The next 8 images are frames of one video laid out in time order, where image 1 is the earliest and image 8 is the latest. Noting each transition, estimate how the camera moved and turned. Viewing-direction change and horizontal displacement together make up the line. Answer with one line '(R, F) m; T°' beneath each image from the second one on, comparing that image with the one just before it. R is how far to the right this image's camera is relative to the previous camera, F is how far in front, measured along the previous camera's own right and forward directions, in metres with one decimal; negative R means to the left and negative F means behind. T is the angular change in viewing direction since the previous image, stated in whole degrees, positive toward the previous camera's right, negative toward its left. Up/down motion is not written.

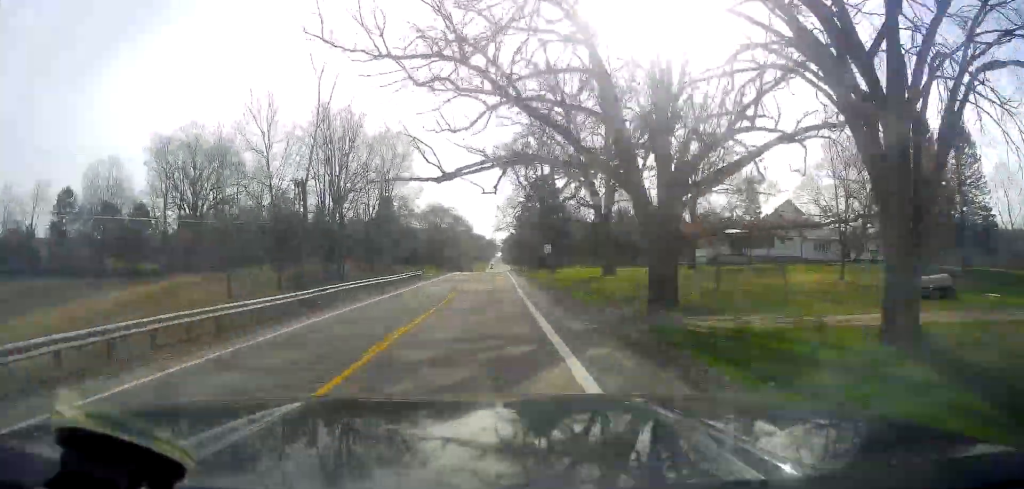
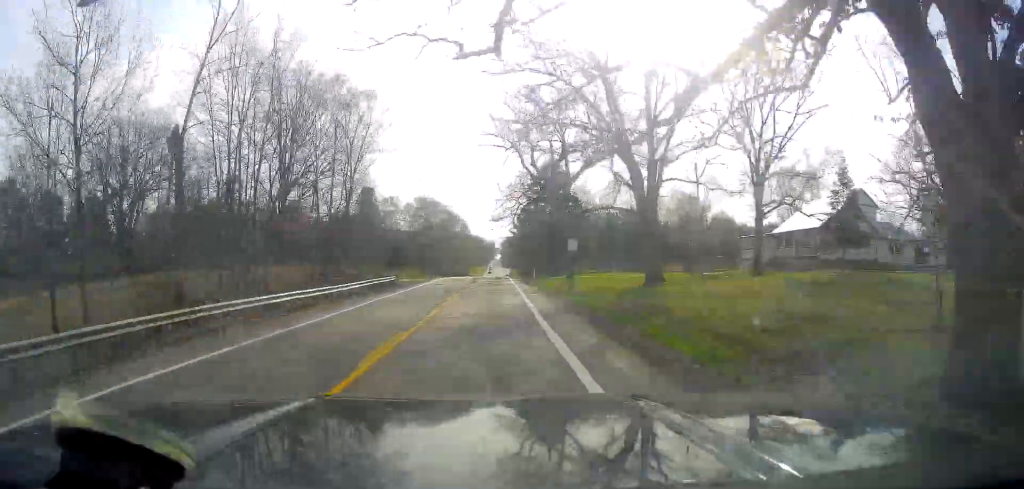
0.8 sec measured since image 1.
(-0.4, +16.7) m; 0°
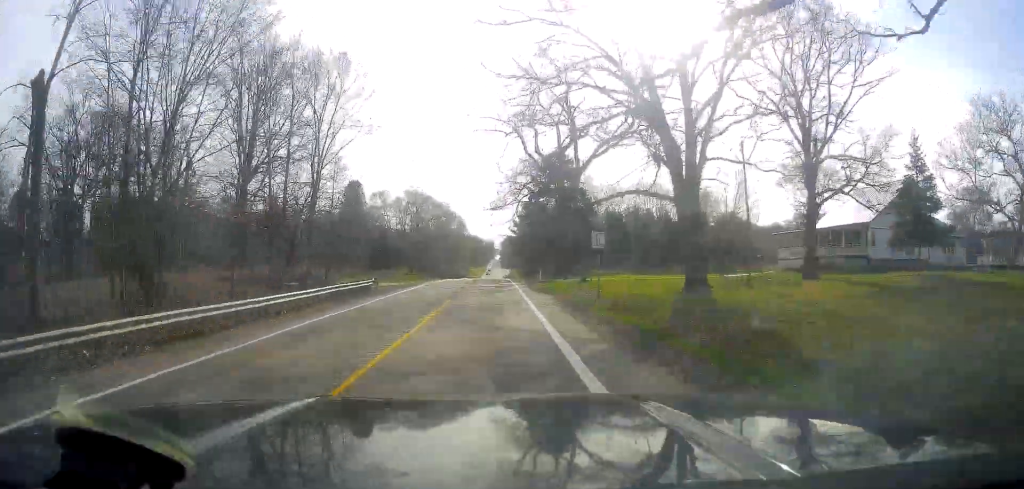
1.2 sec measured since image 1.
(-0.1, +8.7) m; 0°
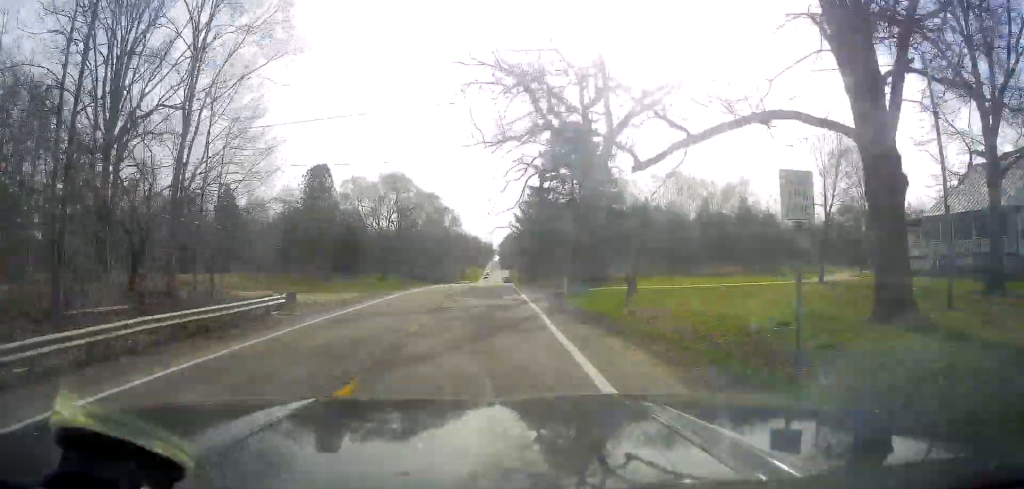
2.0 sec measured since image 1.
(+0.5, +17.5) m; 0°
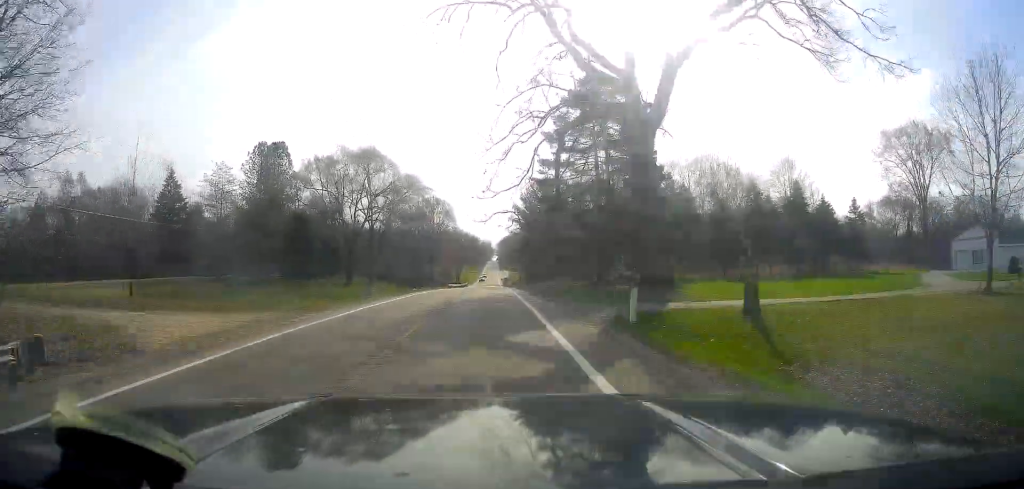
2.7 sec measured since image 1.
(-0.3, +15.1) m; 0°
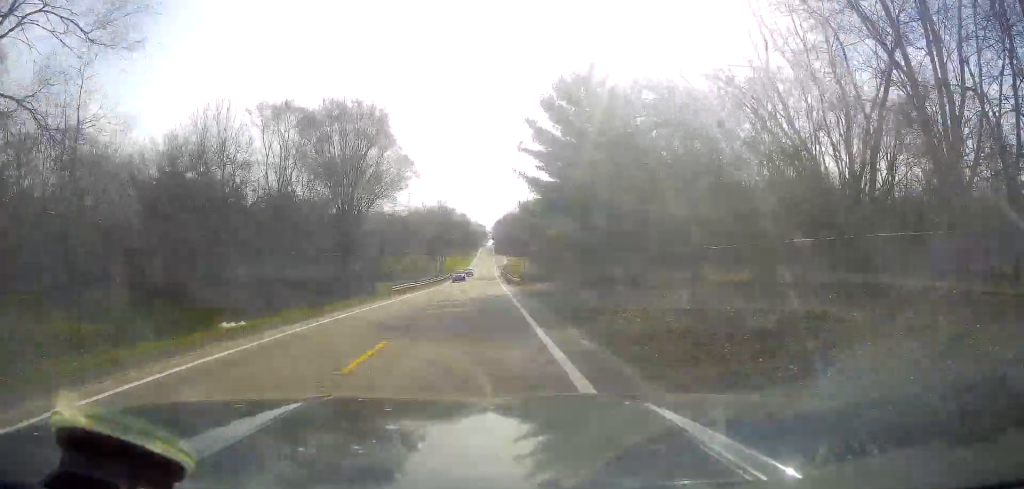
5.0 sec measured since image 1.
(-0.1, +50.0) m; 0°
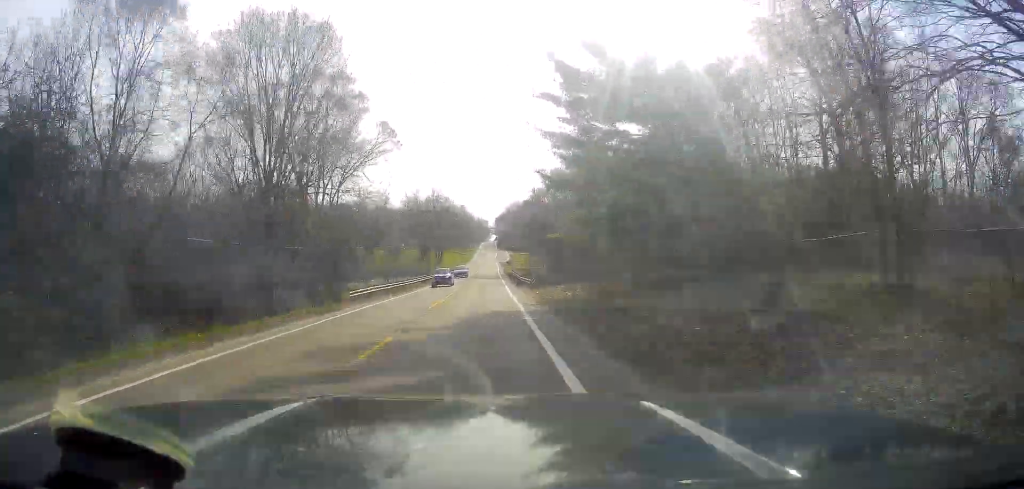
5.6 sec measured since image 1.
(+0.3, +14.6) m; +1°
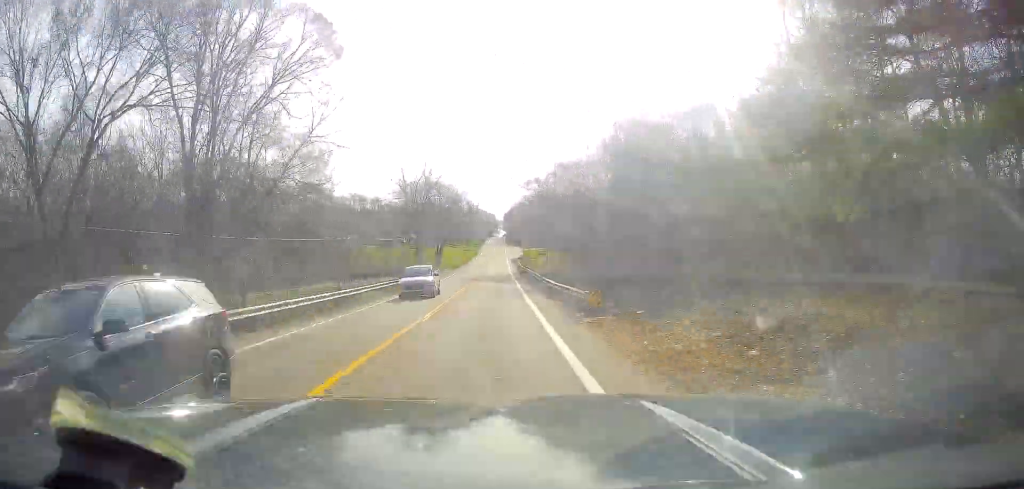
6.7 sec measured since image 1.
(+0.2, +23.4) m; +1°
